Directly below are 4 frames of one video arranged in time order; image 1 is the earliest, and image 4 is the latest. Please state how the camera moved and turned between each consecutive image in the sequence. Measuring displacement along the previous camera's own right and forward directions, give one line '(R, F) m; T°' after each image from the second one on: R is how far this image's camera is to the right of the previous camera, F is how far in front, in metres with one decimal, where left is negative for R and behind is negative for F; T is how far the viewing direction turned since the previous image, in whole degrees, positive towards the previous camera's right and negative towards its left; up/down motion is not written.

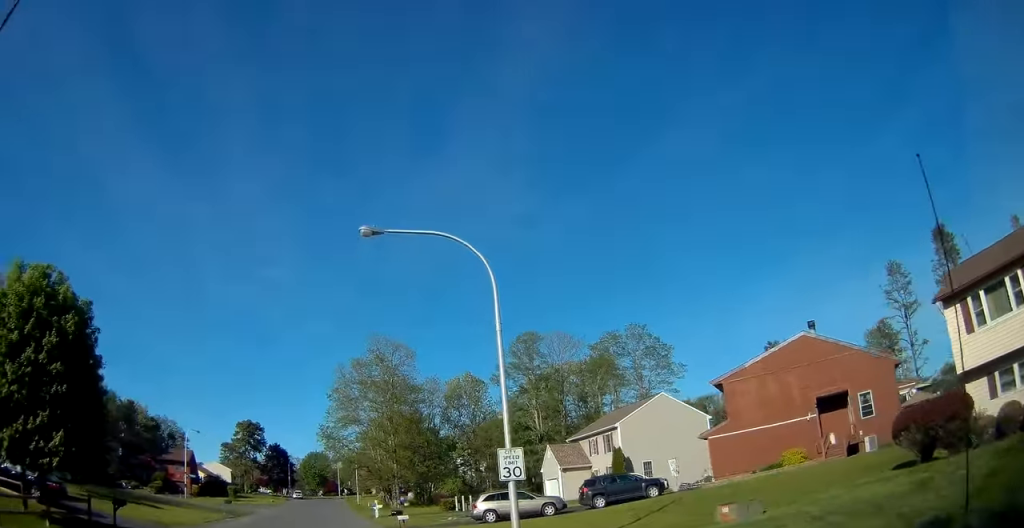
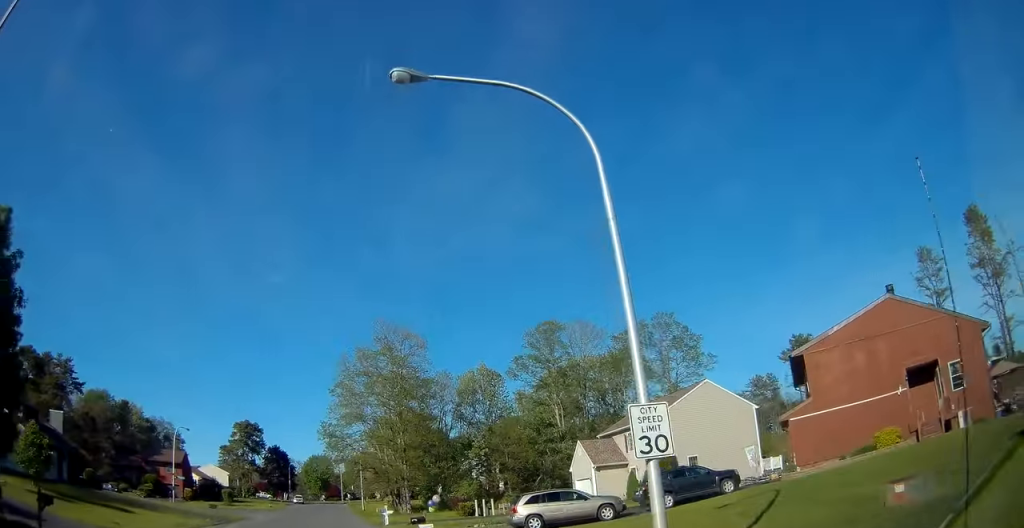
(+0.1, +6.2) m; +1°
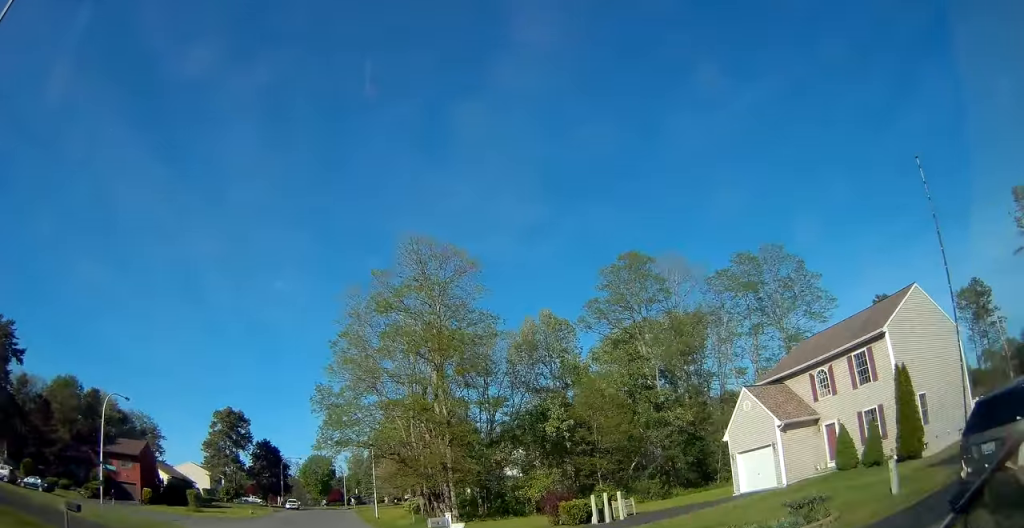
(+0.4, +20.3) m; -1°
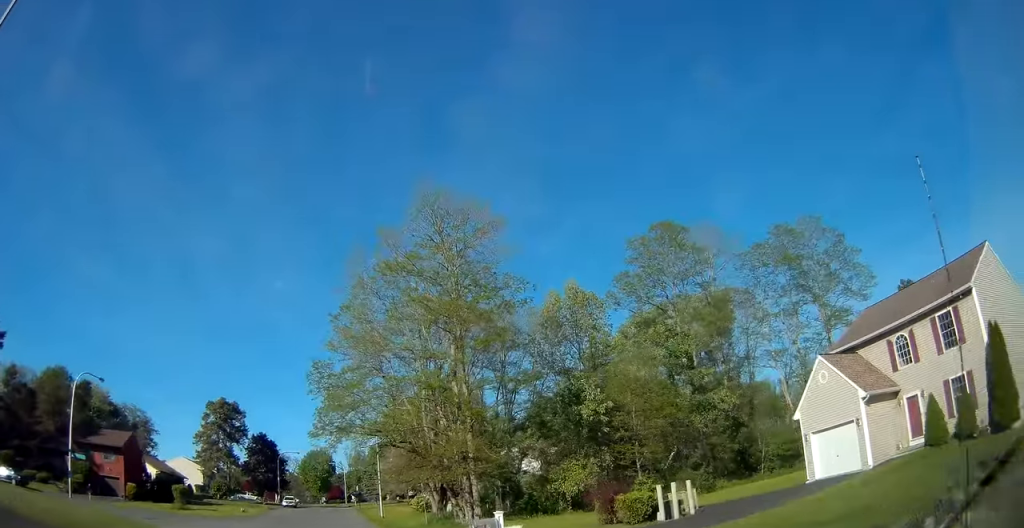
(-0.3, +5.5) m; -1°
